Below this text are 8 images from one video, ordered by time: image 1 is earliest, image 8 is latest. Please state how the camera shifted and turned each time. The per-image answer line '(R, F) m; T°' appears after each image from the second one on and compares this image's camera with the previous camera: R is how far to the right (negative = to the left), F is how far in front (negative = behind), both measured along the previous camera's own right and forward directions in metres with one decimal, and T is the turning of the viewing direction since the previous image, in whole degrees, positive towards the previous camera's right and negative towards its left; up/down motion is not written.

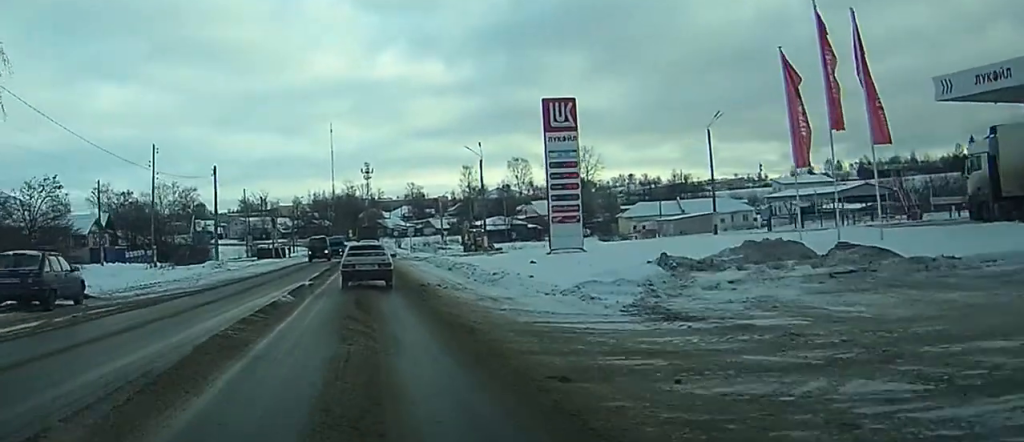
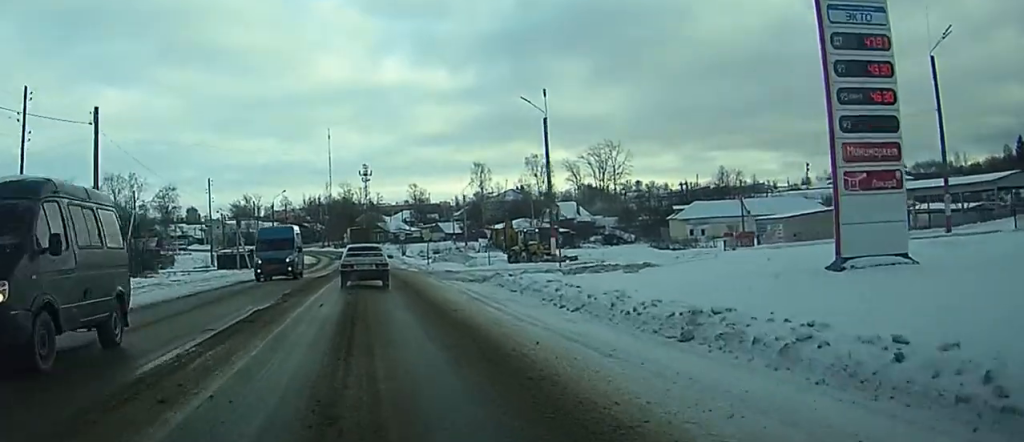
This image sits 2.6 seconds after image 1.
(+4.7, +37.3) m; +7°
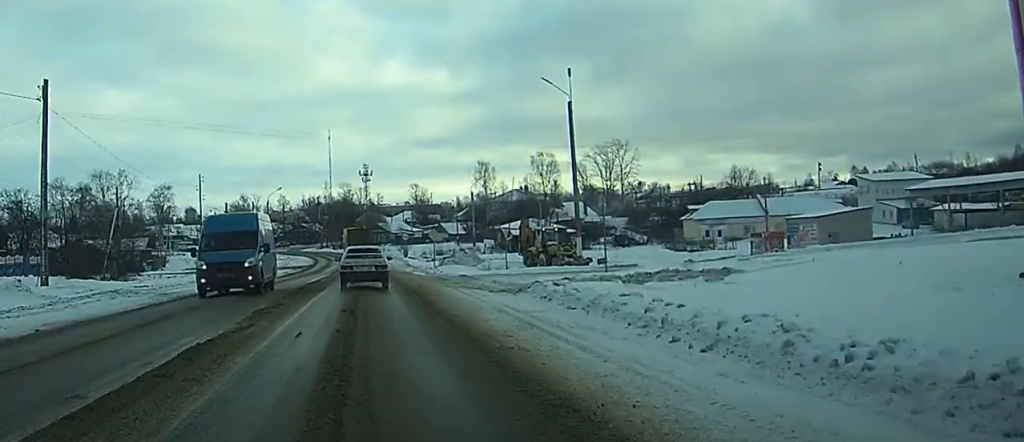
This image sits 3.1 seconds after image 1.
(0.0, +6.8) m; 0°
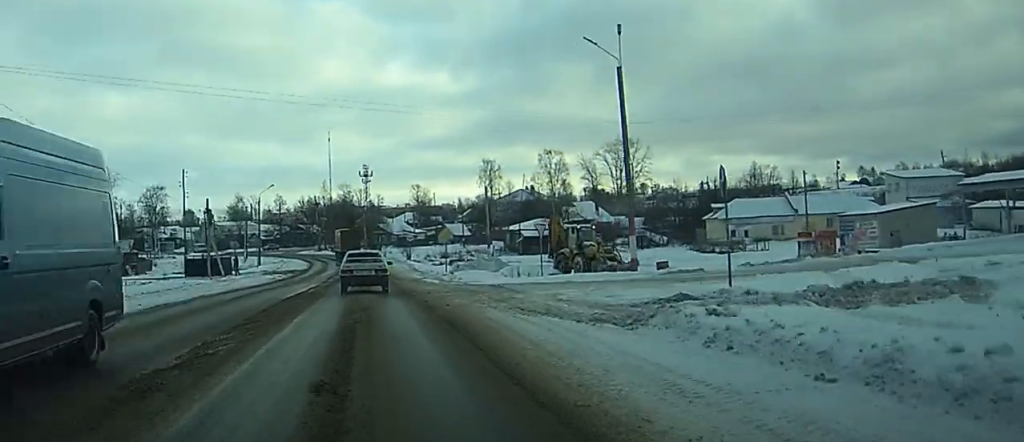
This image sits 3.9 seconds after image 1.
(0.0, +9.1) m; 0°
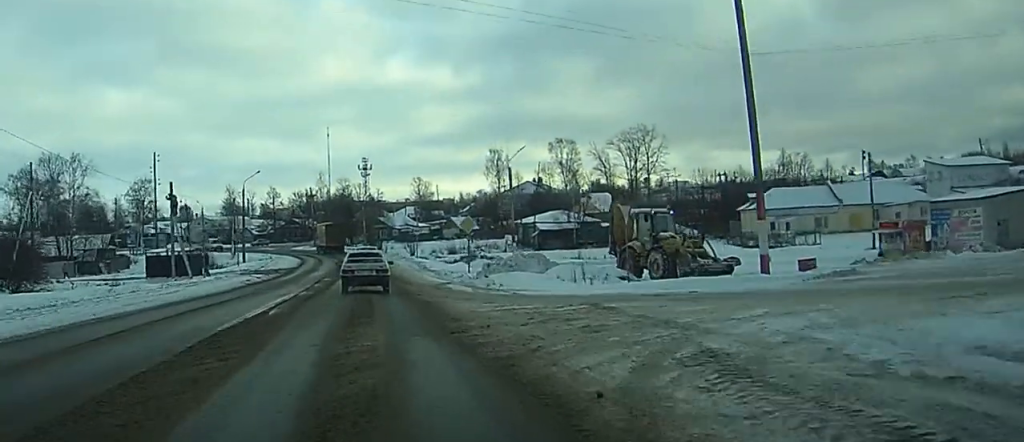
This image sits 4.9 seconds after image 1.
(-0.1, +11.9) m; -1°
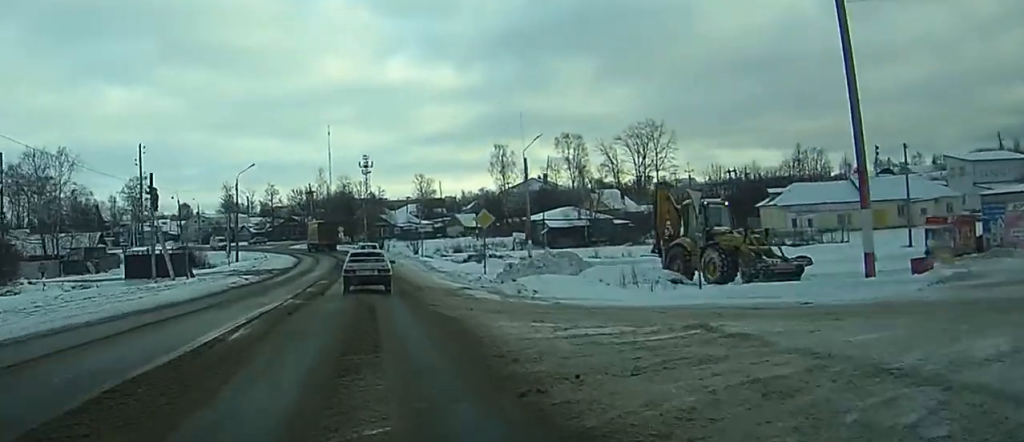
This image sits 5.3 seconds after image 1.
(0.0, +6.1) m; 0°
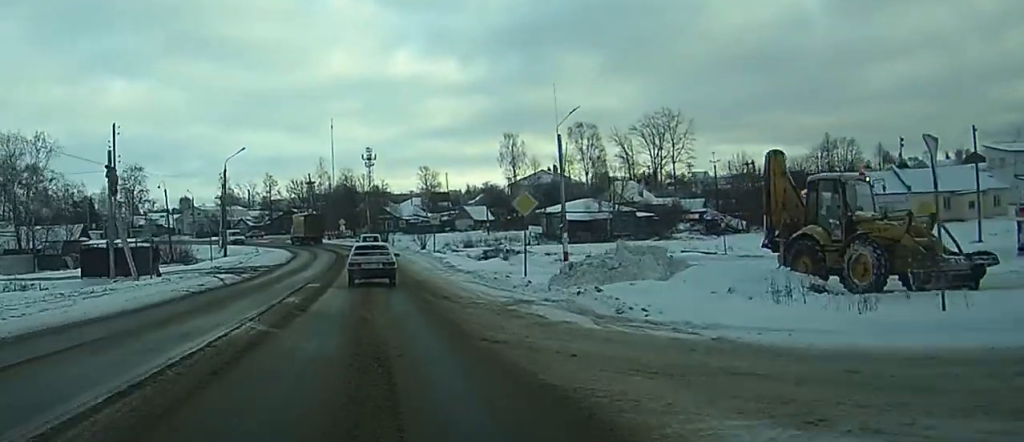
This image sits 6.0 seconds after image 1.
(0.0, +10.2) m; 0°
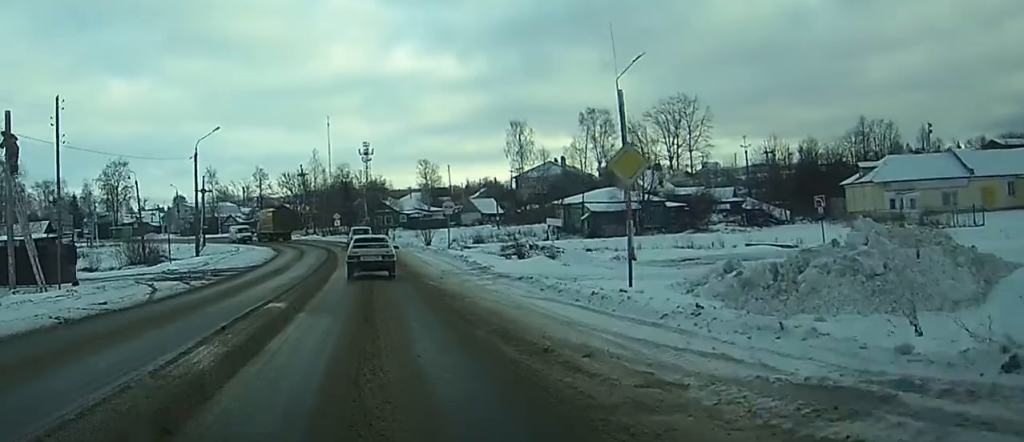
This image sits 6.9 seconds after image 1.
(0.0, +13.9) m; 0°
